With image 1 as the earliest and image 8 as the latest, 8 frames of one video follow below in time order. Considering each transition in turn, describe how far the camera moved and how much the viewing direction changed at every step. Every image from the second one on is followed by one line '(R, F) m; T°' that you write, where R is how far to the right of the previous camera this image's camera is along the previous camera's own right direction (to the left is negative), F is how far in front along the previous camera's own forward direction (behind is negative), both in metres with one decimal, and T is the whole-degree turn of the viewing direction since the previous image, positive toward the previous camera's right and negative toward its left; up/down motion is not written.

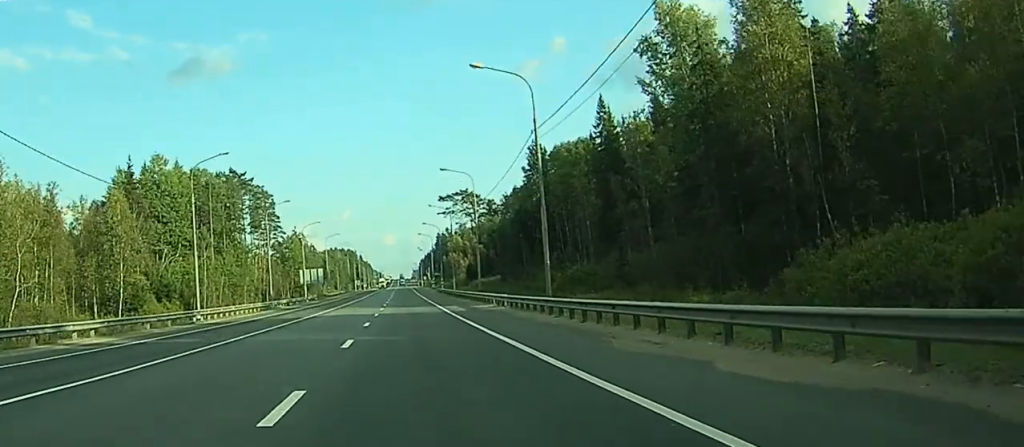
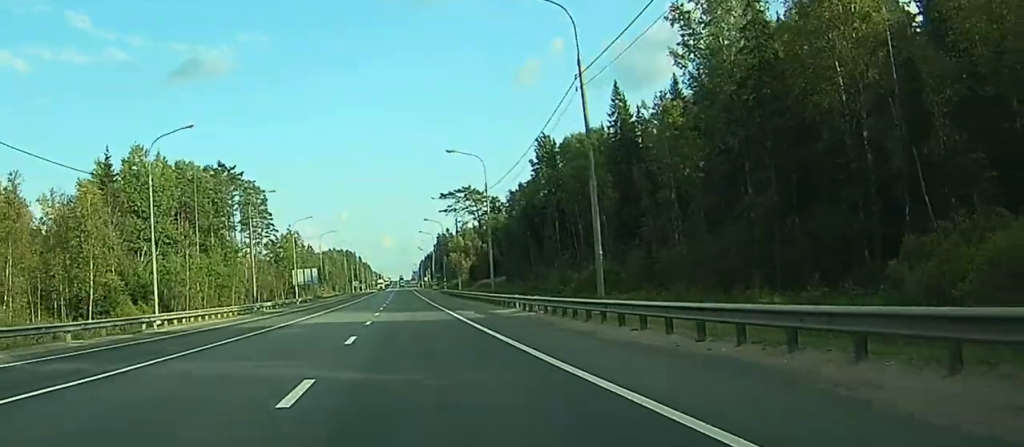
(0.0, +10.5) m; 0°
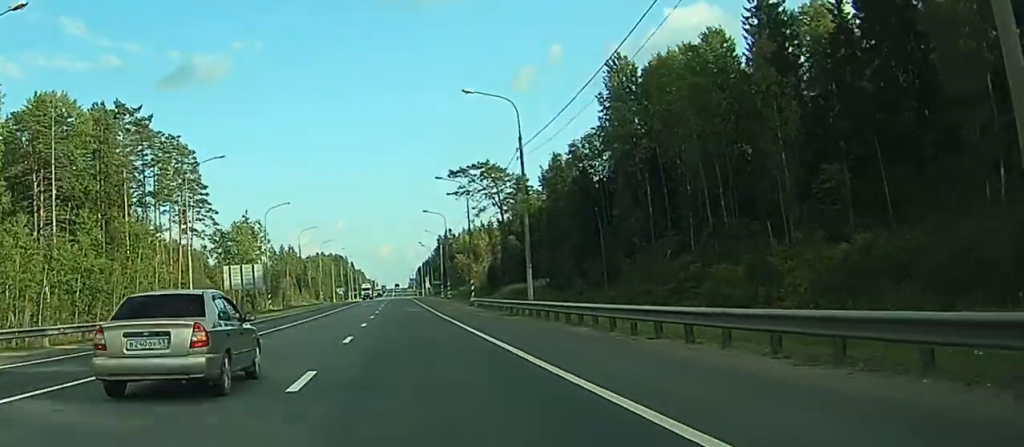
(+0.1, +57.2) m; 0°
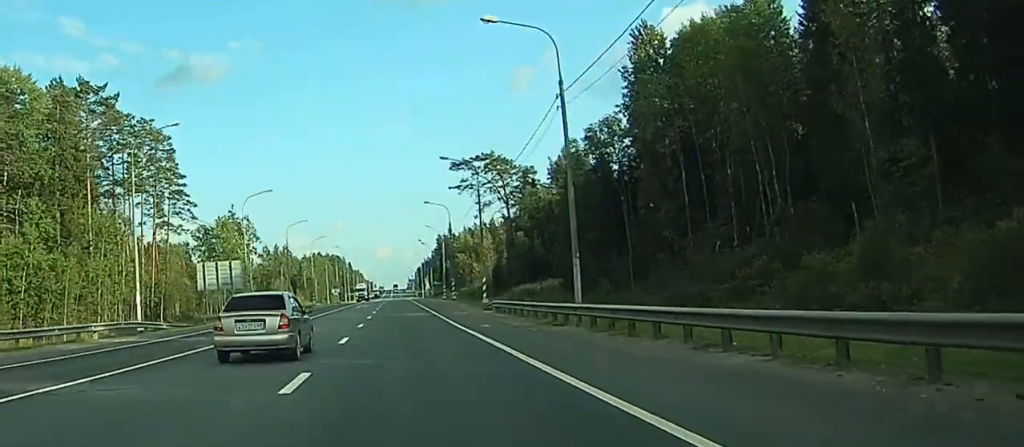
(0.0, +12.1) m; 0°
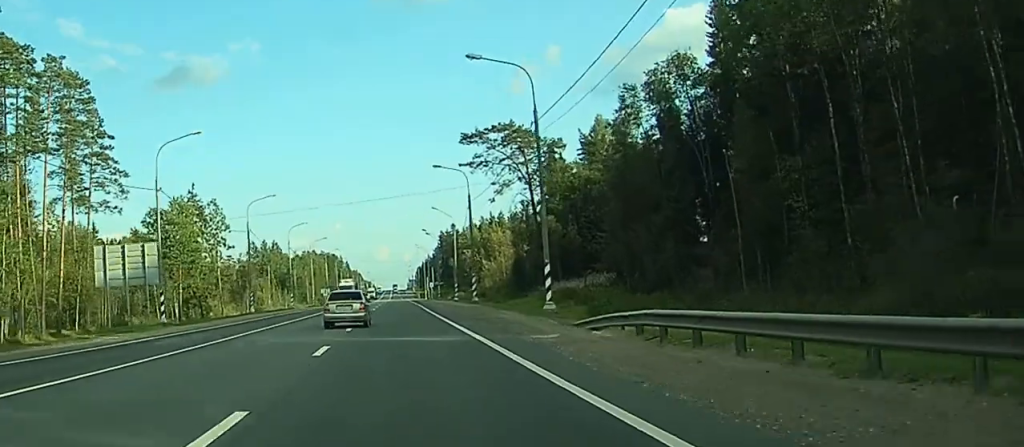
(0.0, +28.9) m; 0°
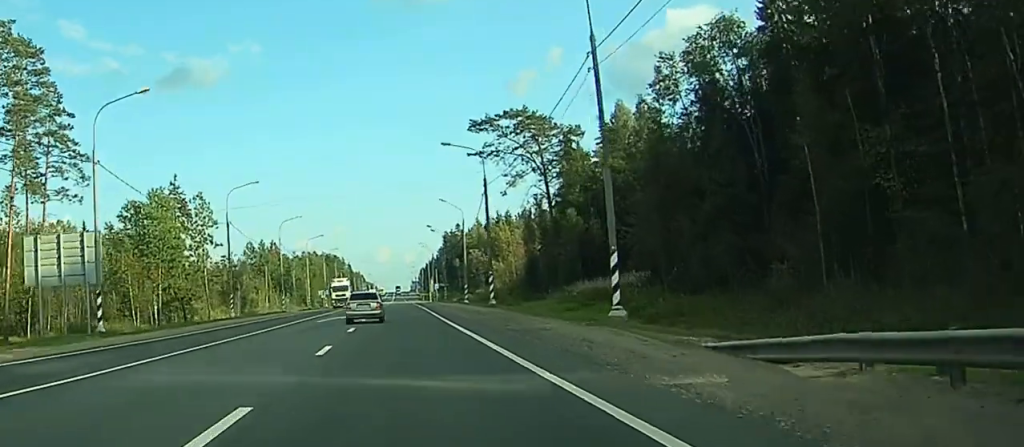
(0.0, +11.5) m; 0°
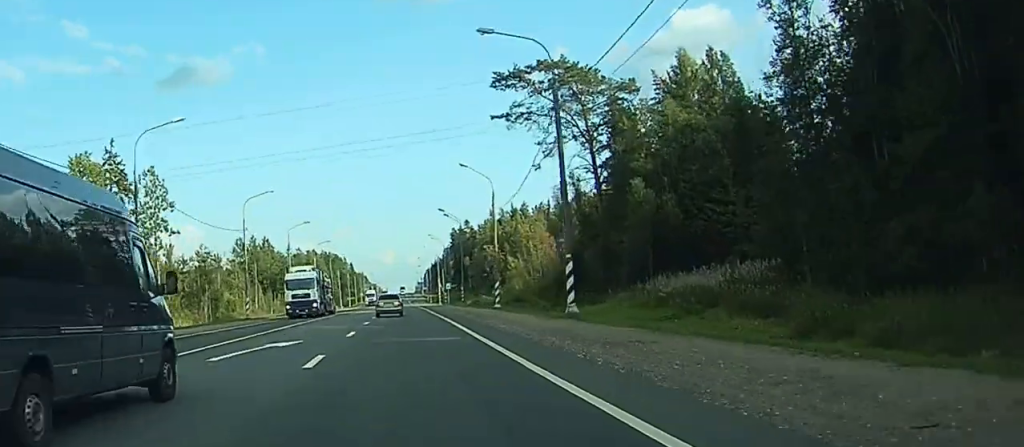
(0.0, +26.8) m; 0°
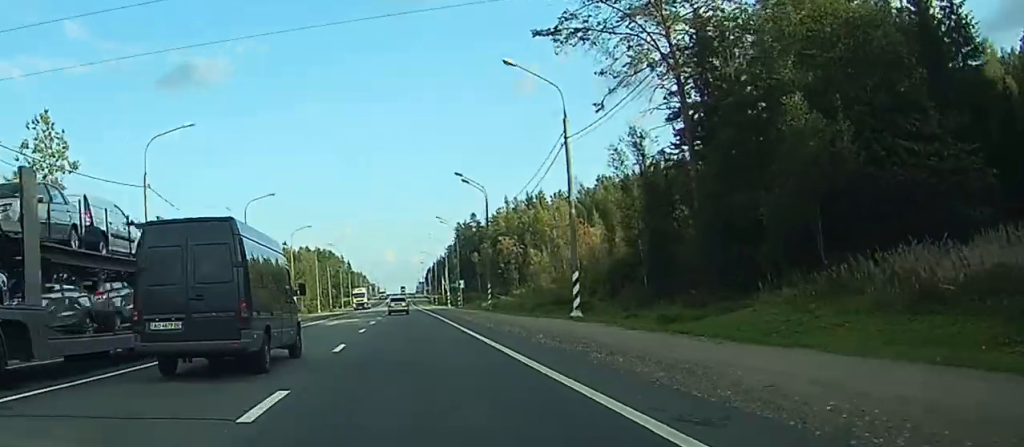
(-0.1, +30.6) m; 0°
